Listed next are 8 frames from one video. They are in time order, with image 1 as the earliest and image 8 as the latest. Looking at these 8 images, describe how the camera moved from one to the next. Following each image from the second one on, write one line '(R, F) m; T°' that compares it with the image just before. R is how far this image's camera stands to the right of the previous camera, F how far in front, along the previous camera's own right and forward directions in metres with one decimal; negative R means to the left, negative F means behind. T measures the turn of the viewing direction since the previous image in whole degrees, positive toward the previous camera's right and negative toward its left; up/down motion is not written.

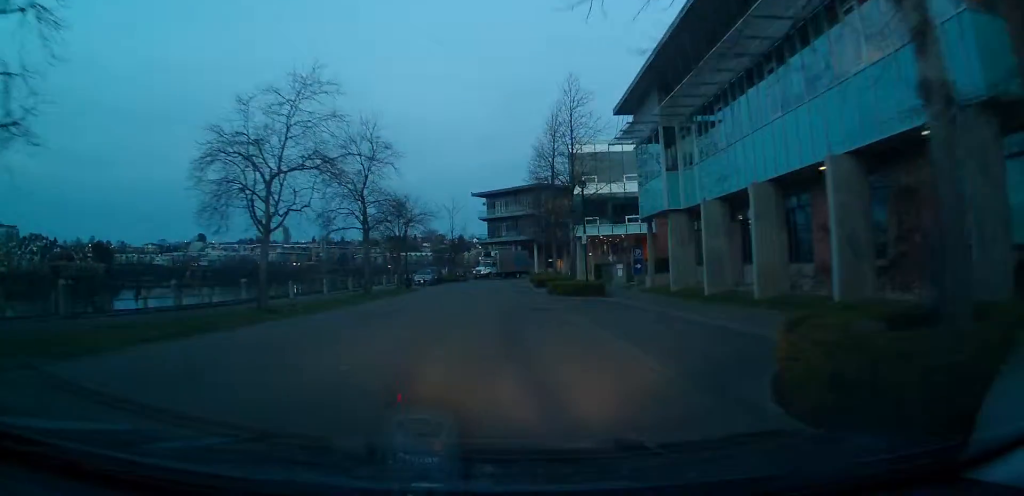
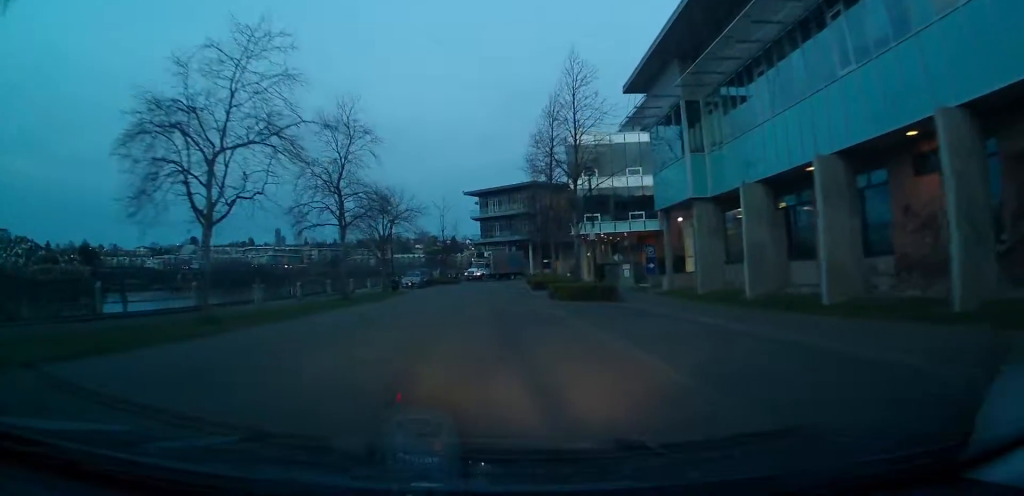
(0.0, +4.1) m; +2°
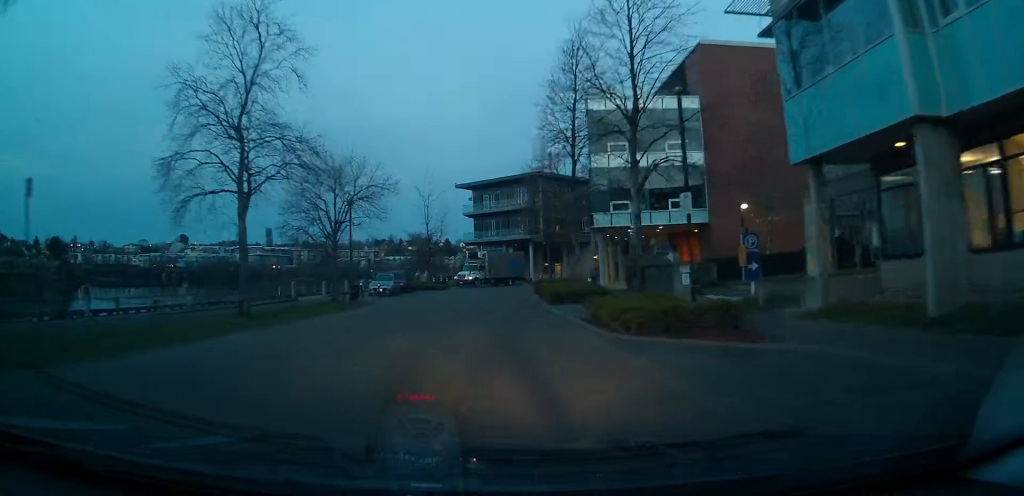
(+0.9, +12.5) m; +5°
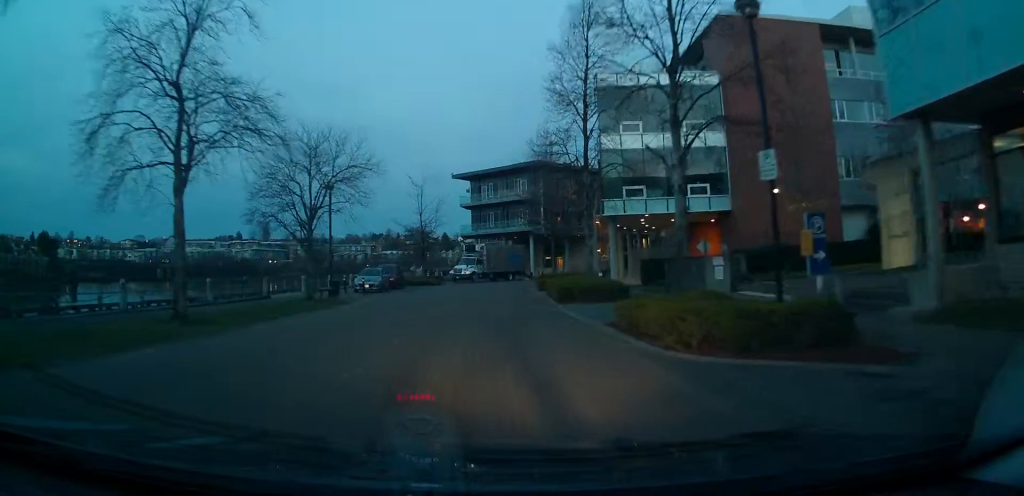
(+0.4, +4.1) m; 0°
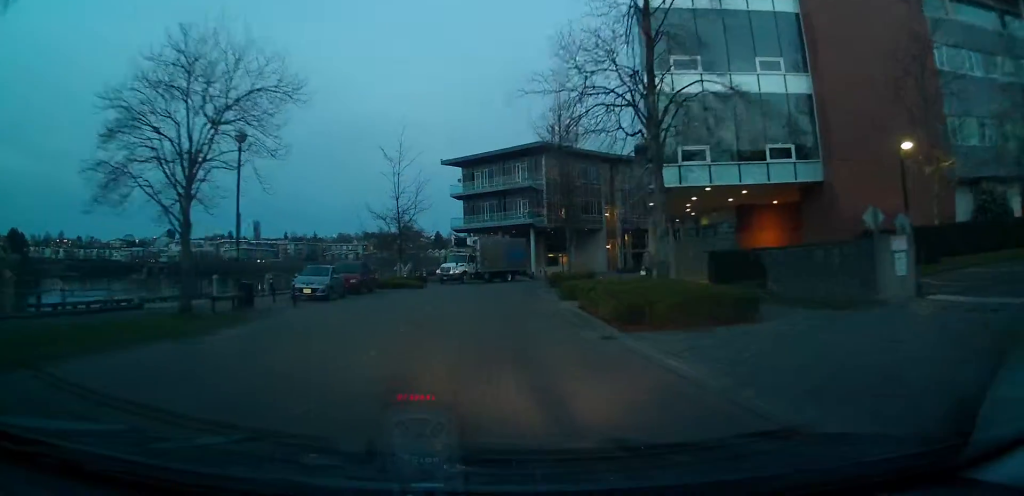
(-1.3, +11.0) m; -6°
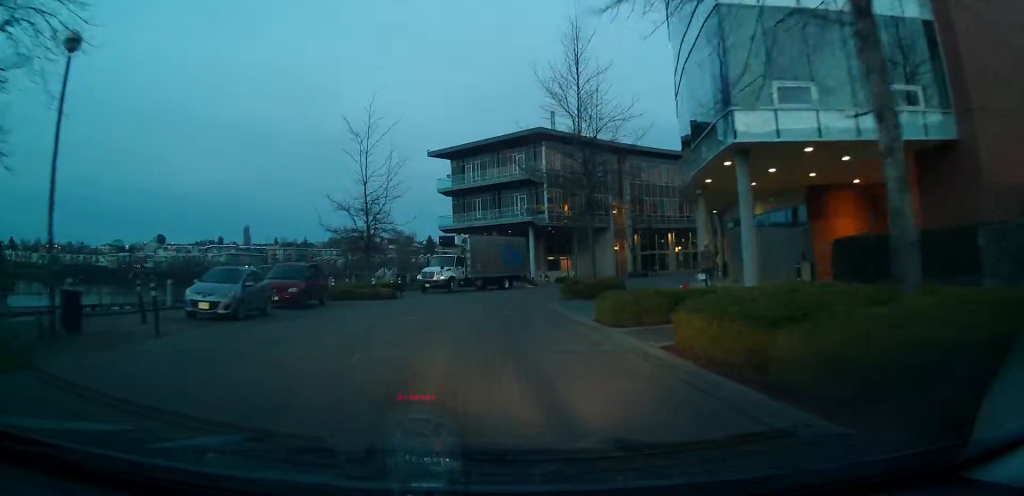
(+0.1, +9.4) m; +2°
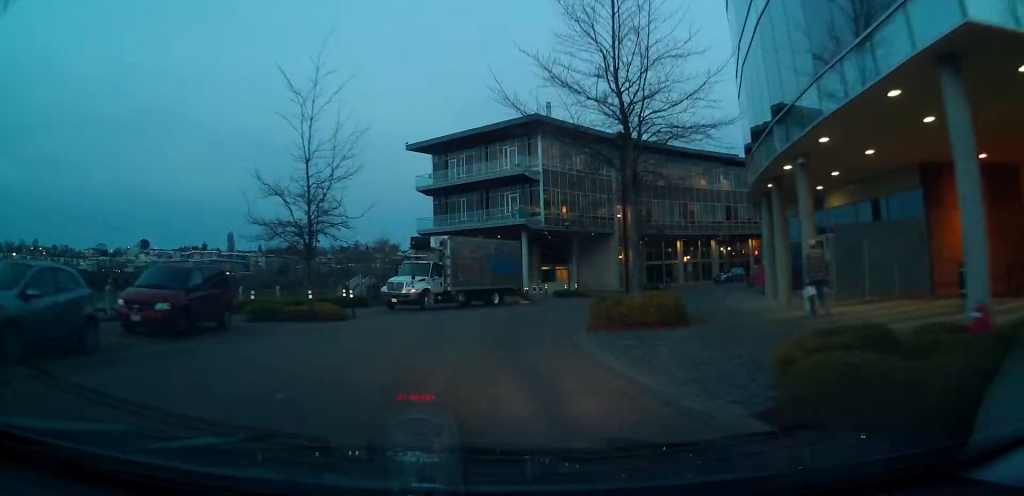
(+0.1, +9.3) m; +6°
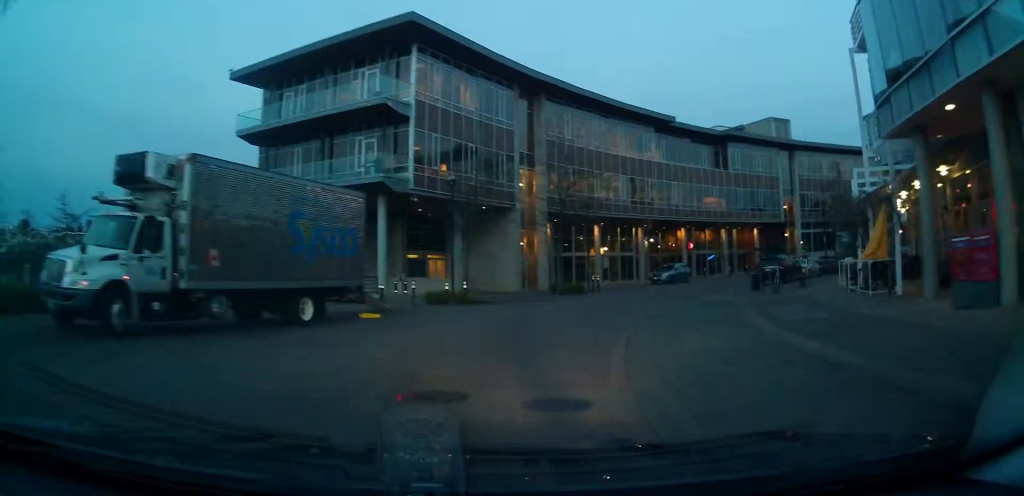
(+2.5, +19.3) m; +14°
